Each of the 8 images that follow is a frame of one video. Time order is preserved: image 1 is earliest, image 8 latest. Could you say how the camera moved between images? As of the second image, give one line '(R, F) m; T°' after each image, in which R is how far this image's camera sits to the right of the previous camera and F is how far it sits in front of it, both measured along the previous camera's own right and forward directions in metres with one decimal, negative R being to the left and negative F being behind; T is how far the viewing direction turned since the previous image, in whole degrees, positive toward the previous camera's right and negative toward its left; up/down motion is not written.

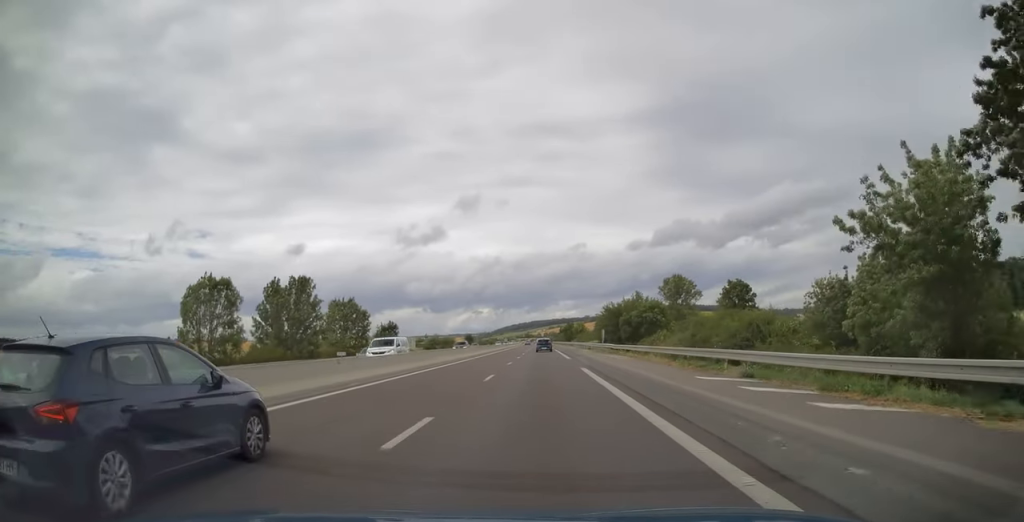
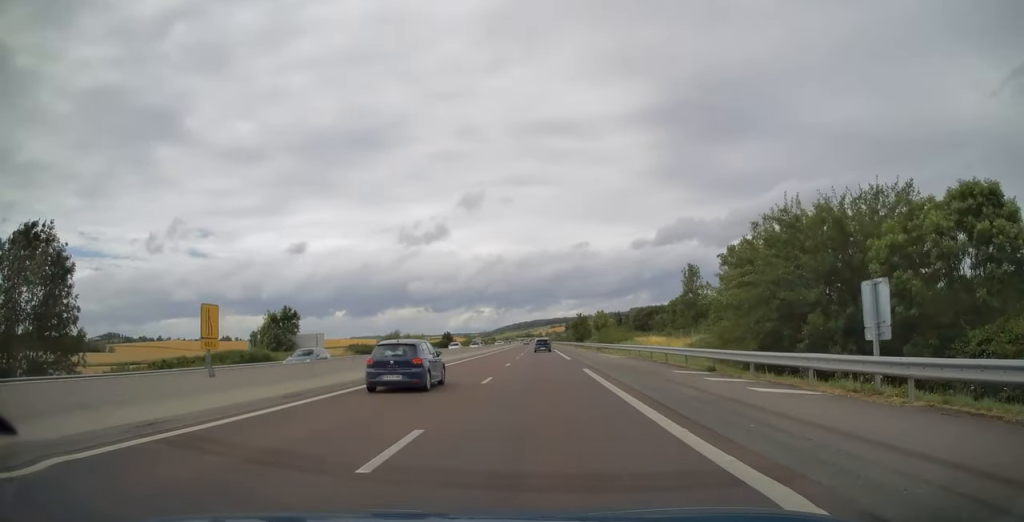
(-0.1, +53.1) m; 0°
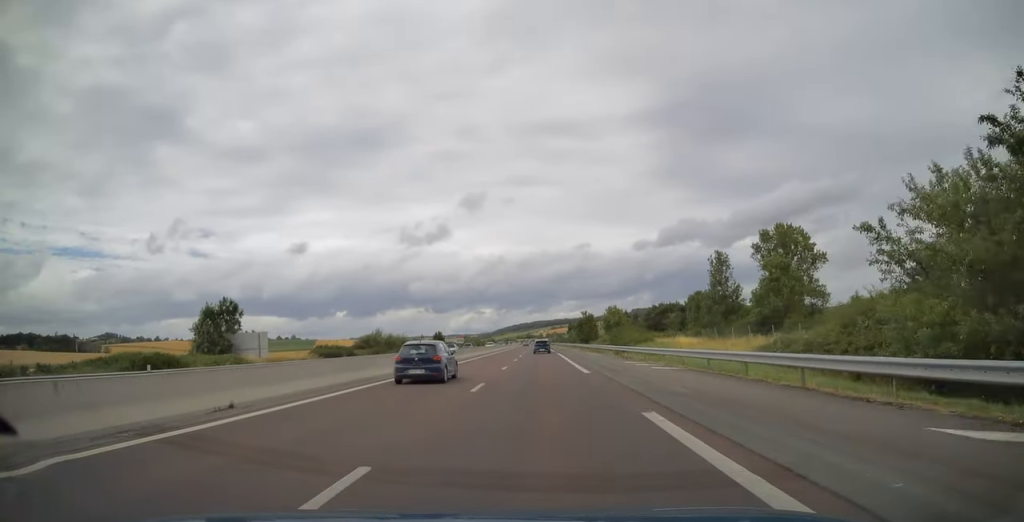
(0.0, +15.5) m; 0°
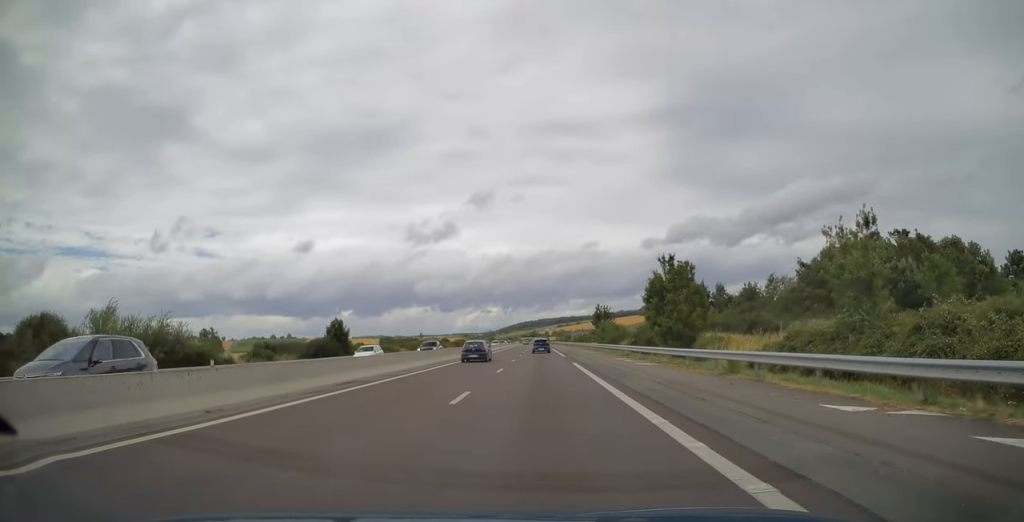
(-0.3, +80.5) m; 0°
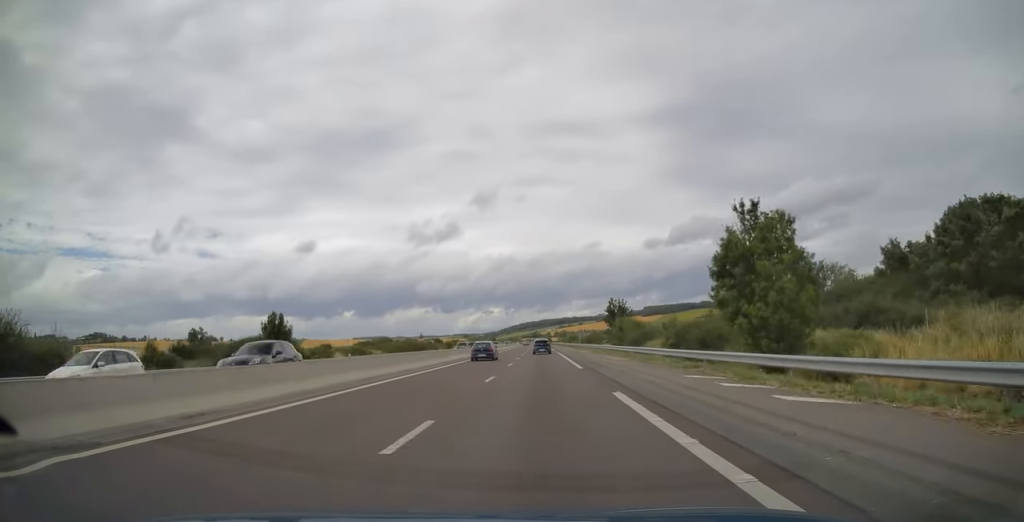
(0.0, +18.3) m; 0°
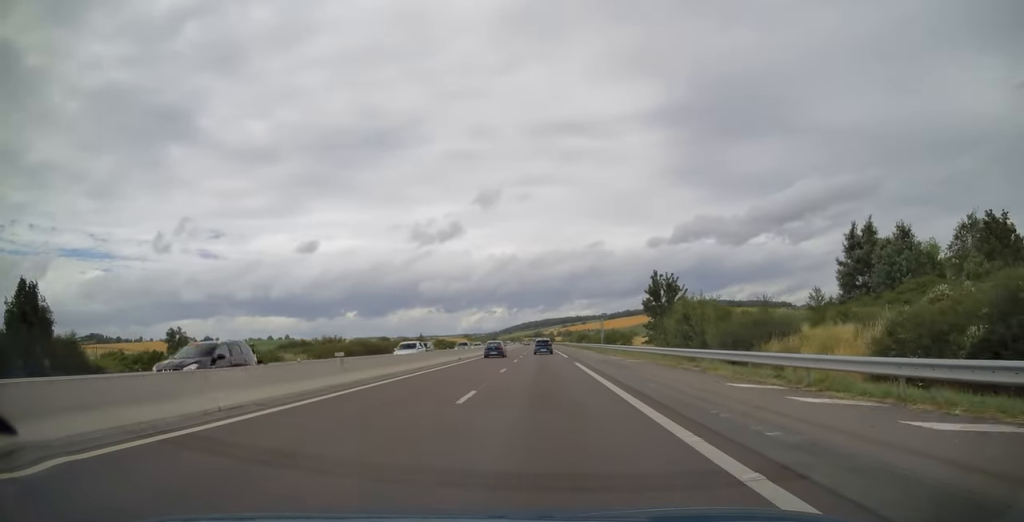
(0.0, +32.5) m; 0°
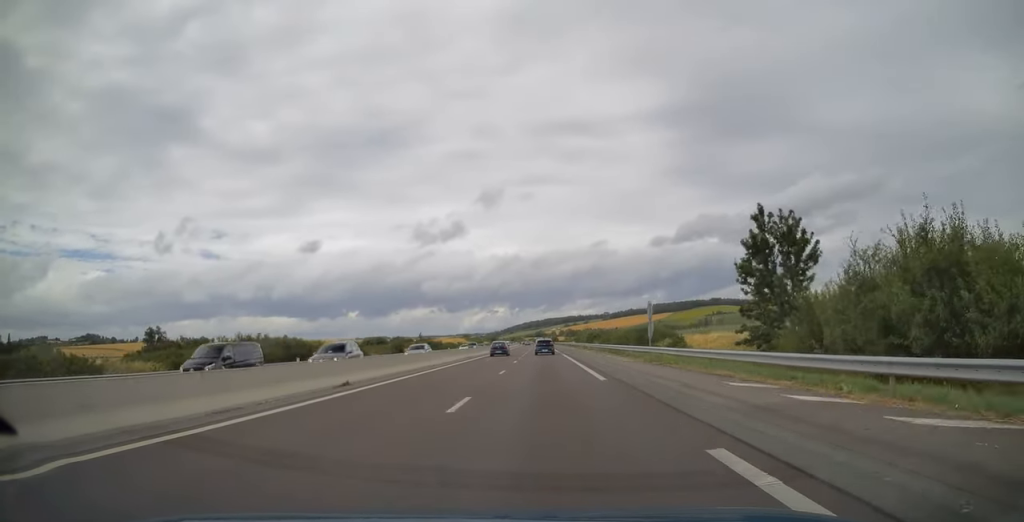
(-0.1, +27.3) m; 0°
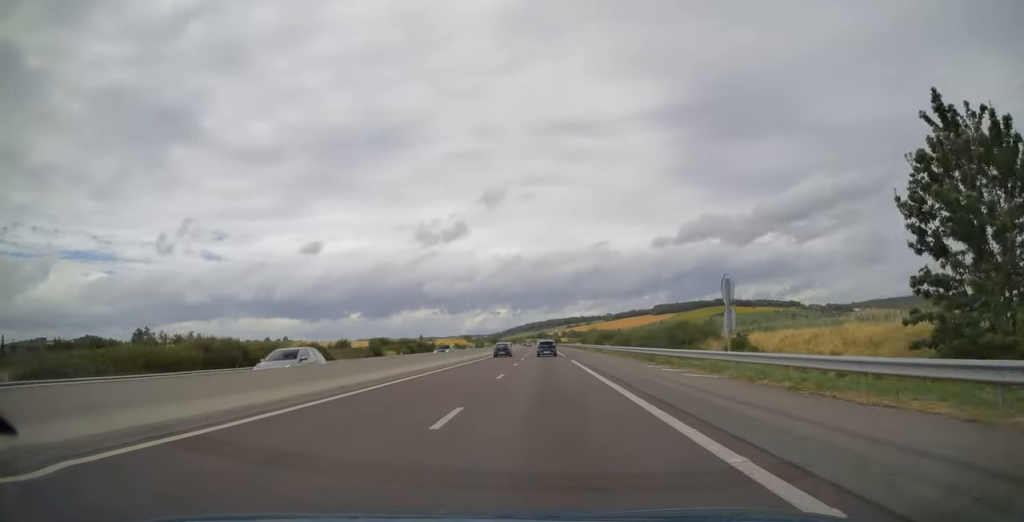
(0.0, +14.8) m; 0°
